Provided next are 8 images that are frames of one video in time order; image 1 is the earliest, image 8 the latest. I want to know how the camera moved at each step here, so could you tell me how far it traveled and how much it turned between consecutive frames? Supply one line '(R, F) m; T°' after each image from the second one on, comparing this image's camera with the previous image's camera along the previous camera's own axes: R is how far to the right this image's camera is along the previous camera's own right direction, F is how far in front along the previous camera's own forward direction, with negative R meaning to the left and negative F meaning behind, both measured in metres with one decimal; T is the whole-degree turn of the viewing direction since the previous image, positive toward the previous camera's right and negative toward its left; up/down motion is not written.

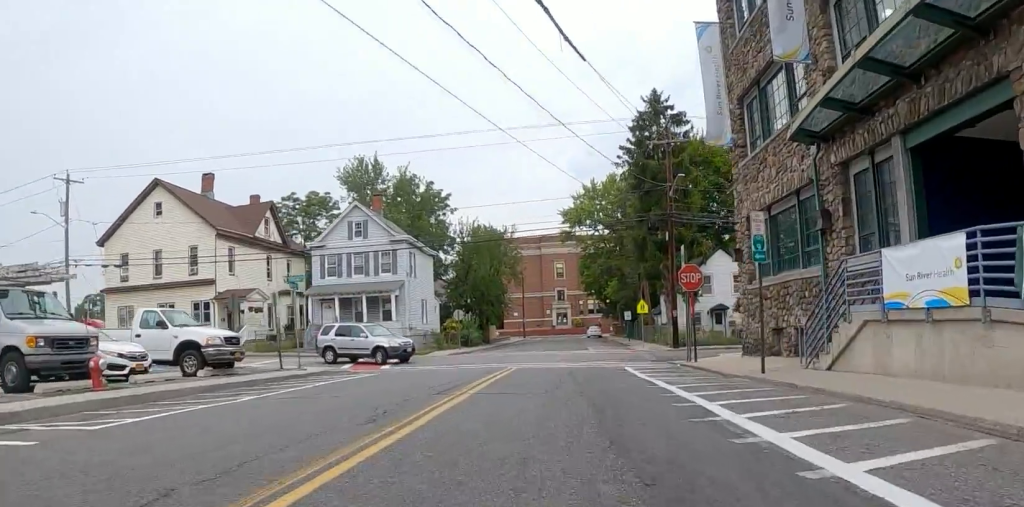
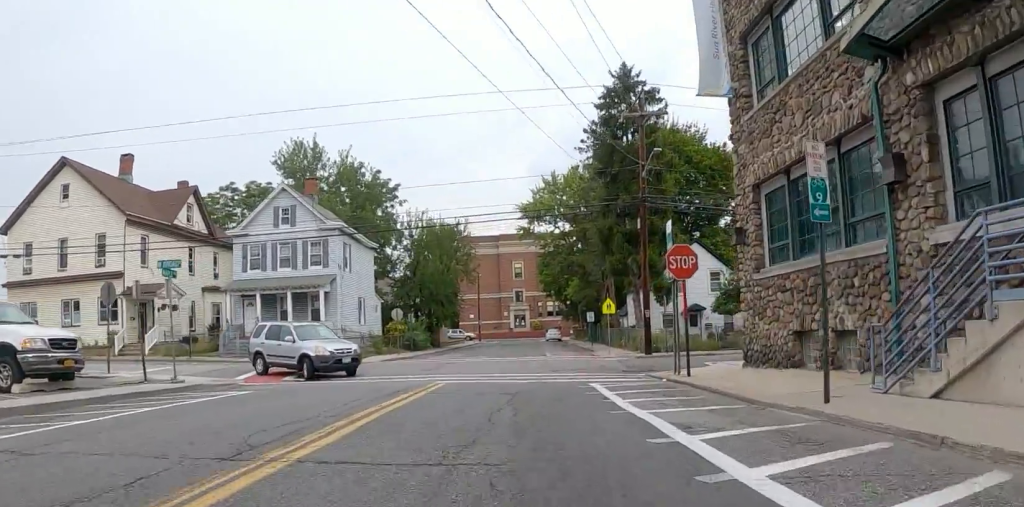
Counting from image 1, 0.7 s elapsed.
(-0.8, +4.4) m; 0°
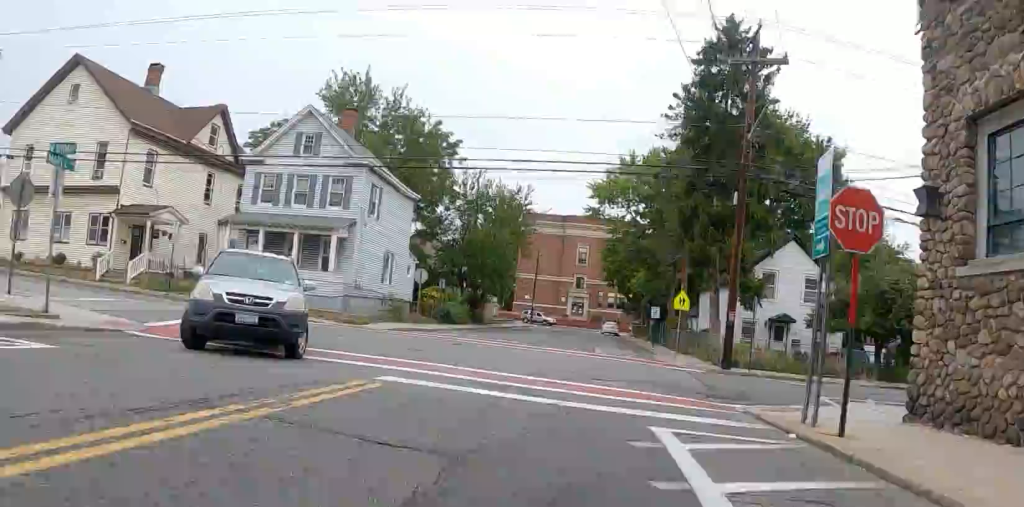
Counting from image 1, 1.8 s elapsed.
(+0.8, +5.9) m; +2°
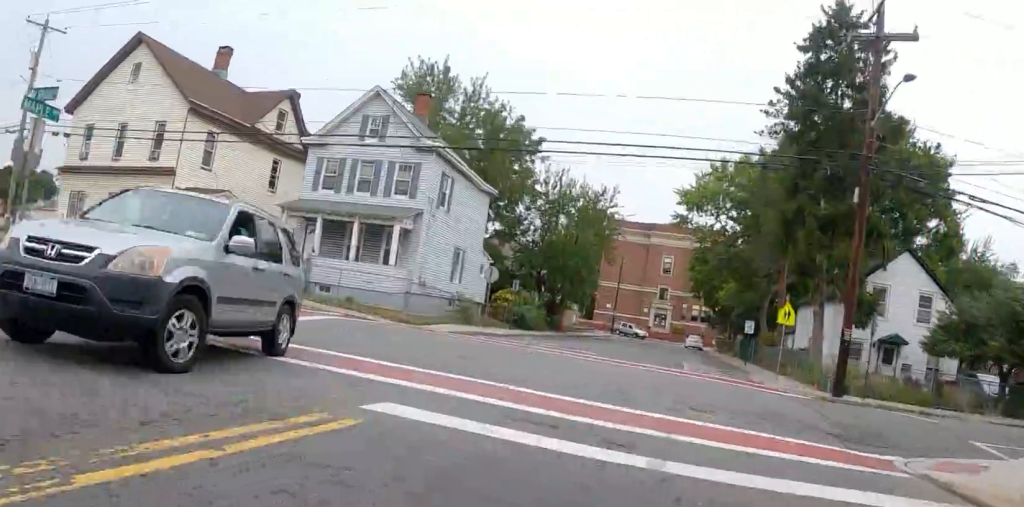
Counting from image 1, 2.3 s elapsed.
(-0.3, +2.9) m; -7°
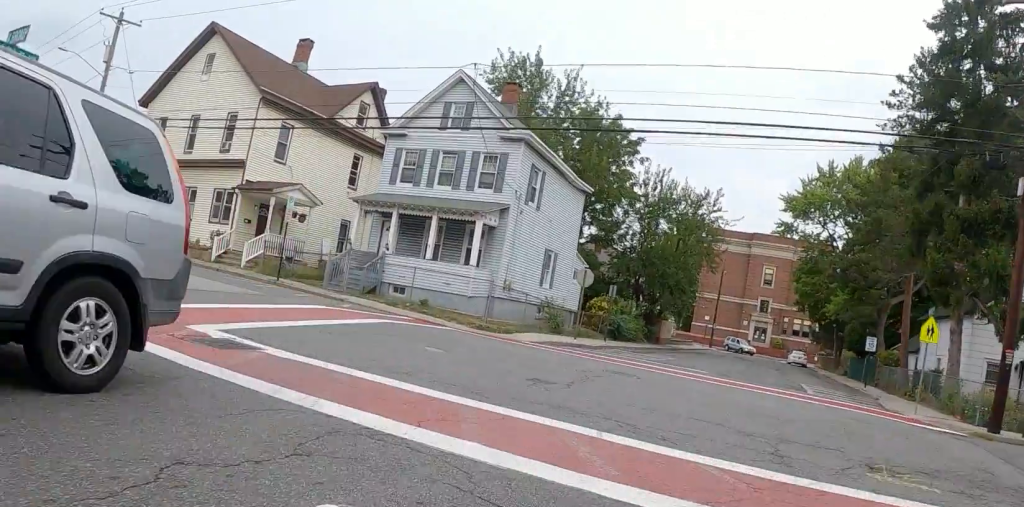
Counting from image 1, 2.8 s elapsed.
(-0.1, +2.9) m; -8°
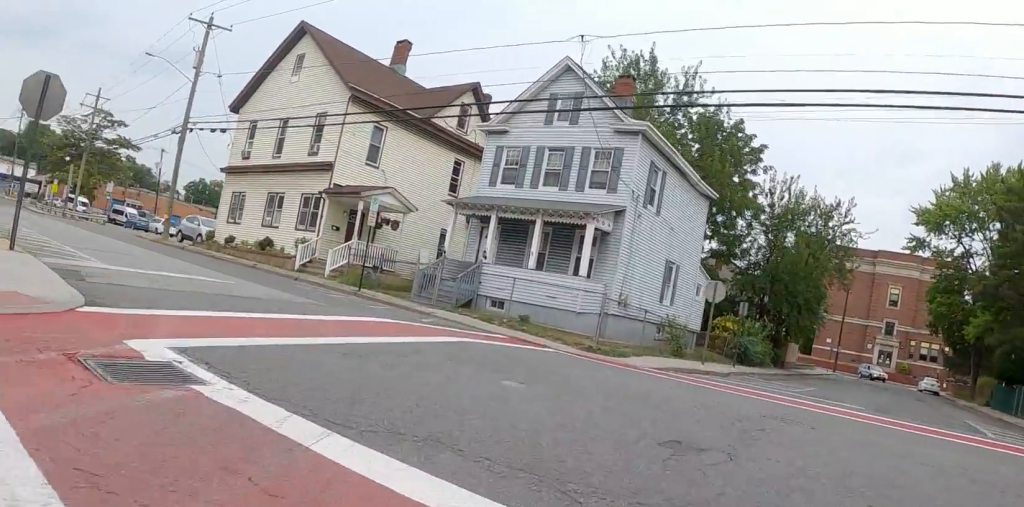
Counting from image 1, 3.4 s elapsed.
(-0.4, +3.0) m; -6°
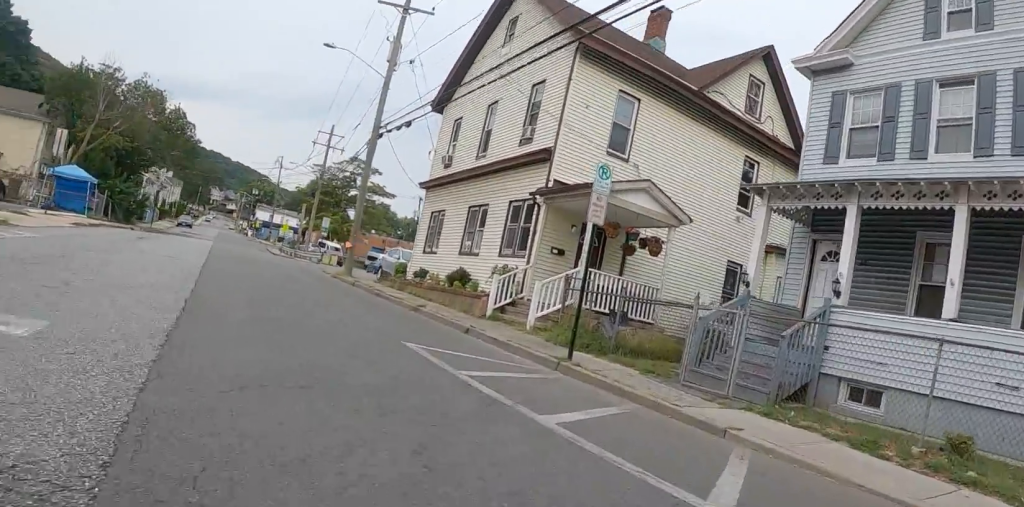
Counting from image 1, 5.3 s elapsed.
(-2.0, +9.3) m; -31°
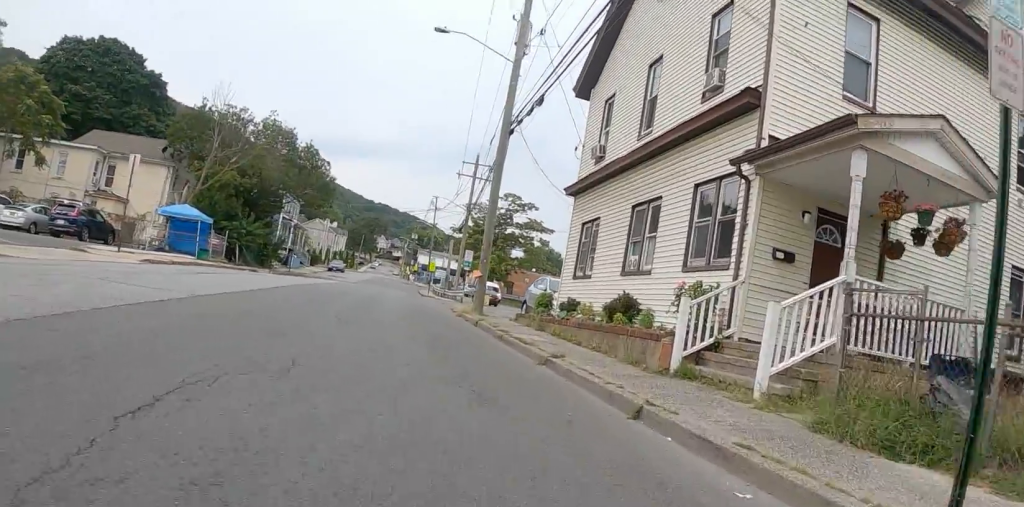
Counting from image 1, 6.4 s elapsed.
(-1.3, +5.5) m; -21°
